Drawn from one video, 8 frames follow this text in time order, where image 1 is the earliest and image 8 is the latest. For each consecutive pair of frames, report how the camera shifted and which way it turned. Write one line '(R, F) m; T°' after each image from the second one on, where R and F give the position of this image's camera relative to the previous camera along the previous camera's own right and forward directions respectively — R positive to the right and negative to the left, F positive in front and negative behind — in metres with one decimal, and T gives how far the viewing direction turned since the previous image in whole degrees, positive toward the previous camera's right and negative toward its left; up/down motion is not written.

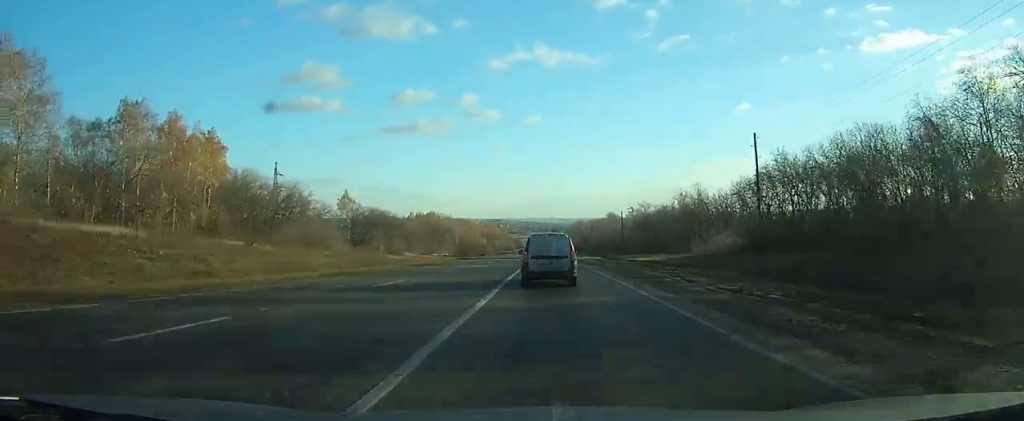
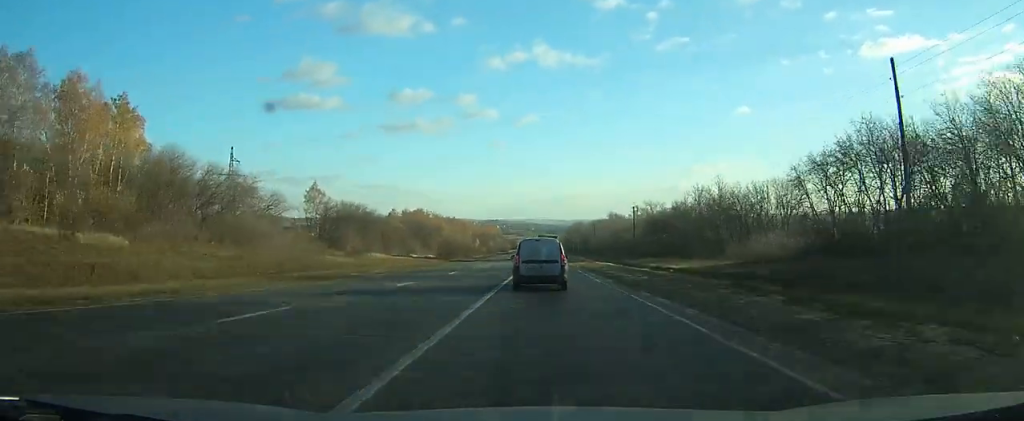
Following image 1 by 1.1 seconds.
(0.0, +20.4) m; 0°
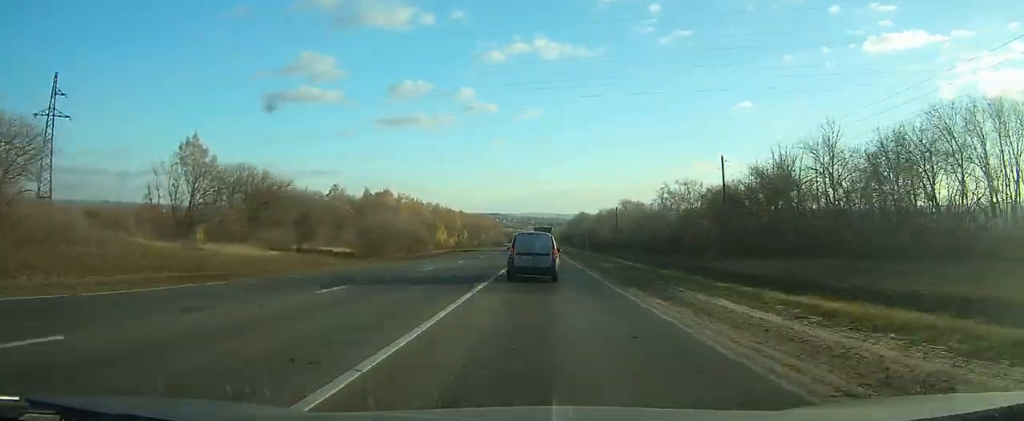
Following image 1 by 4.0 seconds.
(-0.3, +52.0) m; -1°
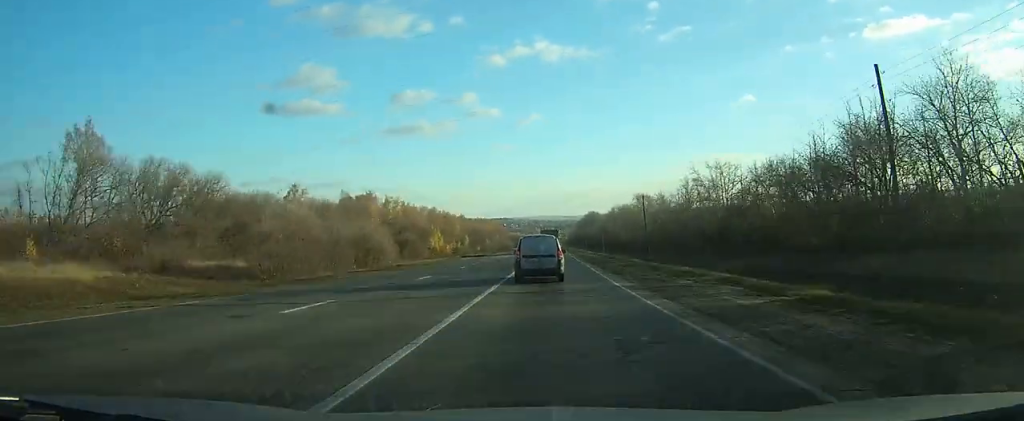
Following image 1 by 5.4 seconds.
(0.0, +27.4) m; 0°
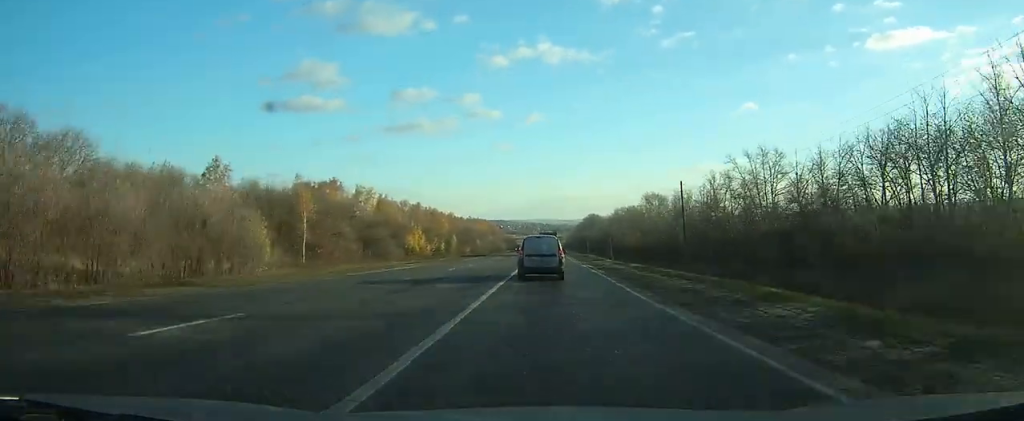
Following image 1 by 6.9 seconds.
(0.0, +30.0) m; 0°
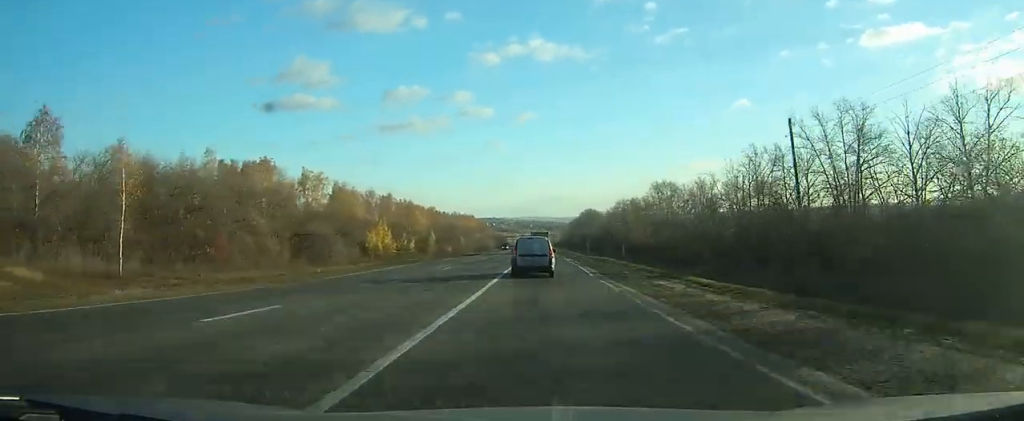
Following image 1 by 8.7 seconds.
(+0.1, +34.5) m; 0°
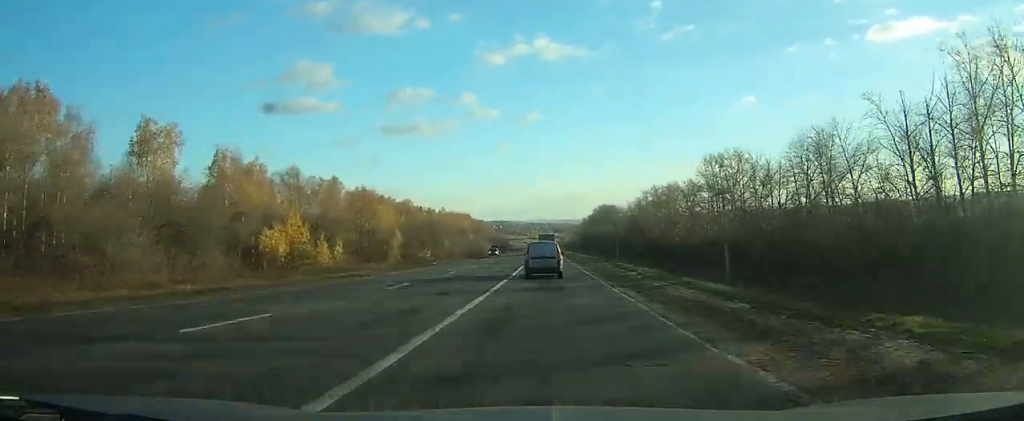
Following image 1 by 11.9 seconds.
(+0.1, +59.1) m; 0°
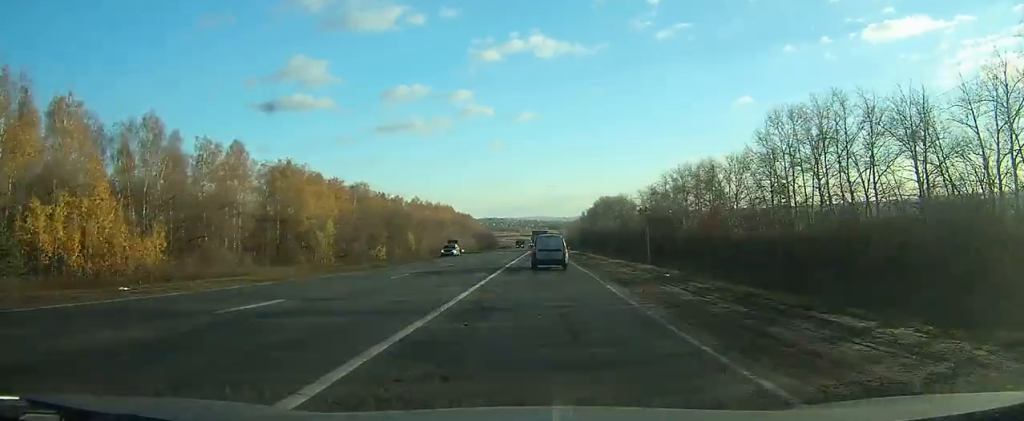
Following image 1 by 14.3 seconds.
(-0.1, +45.5) m; 0°
